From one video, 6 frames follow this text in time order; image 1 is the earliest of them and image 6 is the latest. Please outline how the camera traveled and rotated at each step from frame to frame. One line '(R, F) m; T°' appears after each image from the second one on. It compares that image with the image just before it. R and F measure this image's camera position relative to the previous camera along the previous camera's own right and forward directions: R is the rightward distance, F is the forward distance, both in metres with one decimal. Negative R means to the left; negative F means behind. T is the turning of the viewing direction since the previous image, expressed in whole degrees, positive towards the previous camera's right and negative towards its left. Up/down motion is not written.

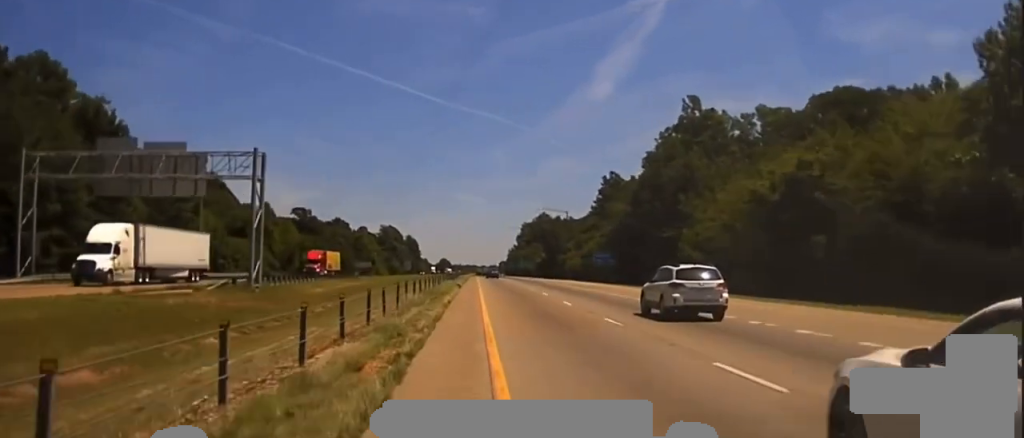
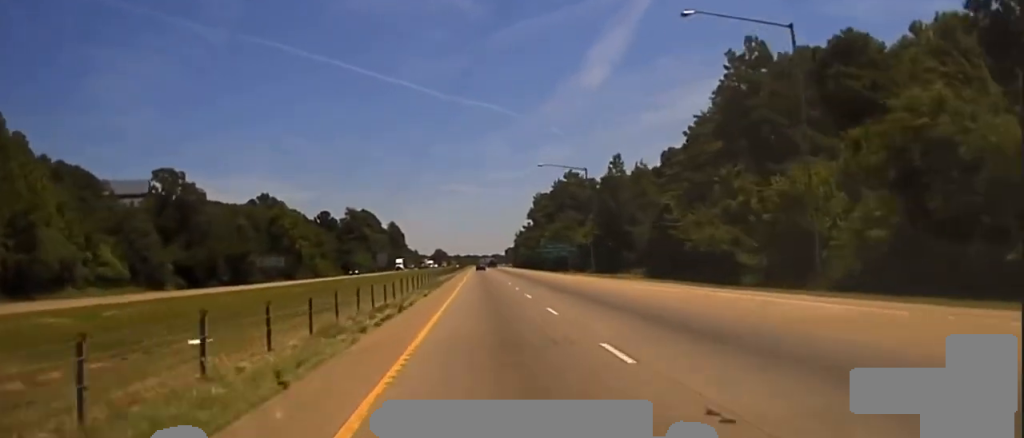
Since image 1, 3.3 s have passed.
(+0.4, +109.7) m; 0°
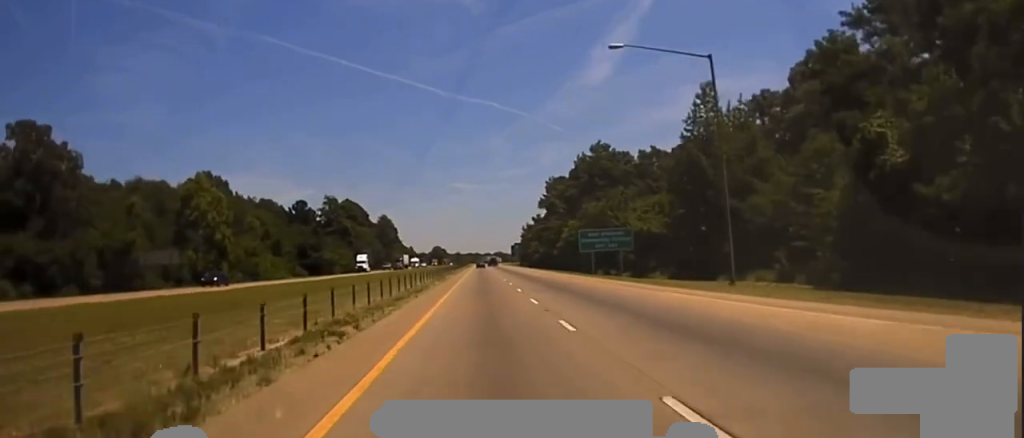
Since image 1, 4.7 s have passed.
(-0.4, +58.1) m; -1°
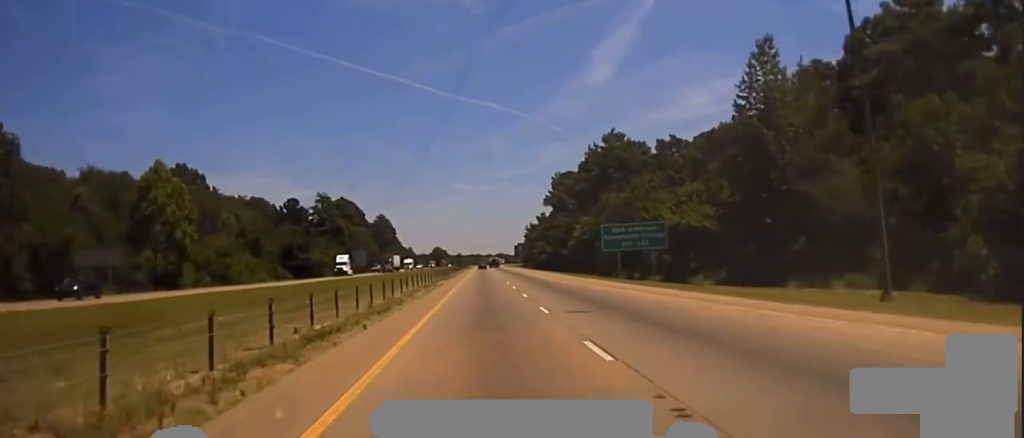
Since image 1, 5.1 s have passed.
(-0.1, +20.5) m; 0°
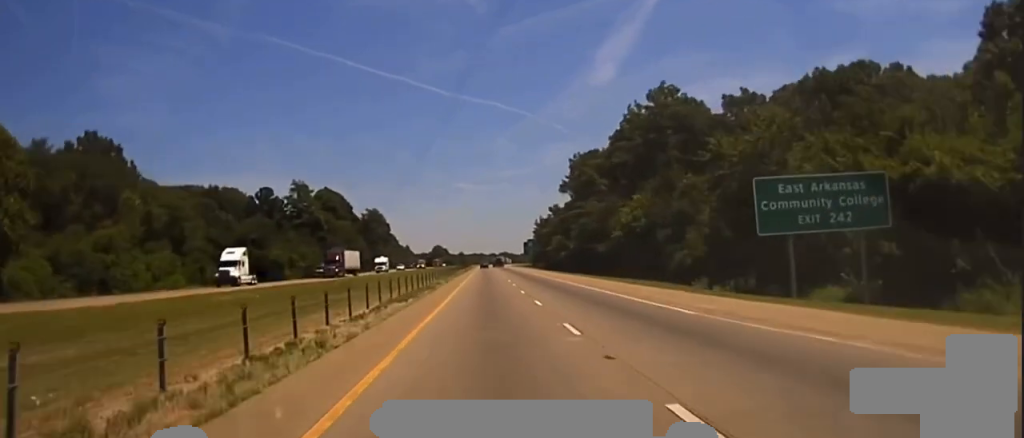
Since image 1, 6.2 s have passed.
(0.0, +48.6) m; 0°
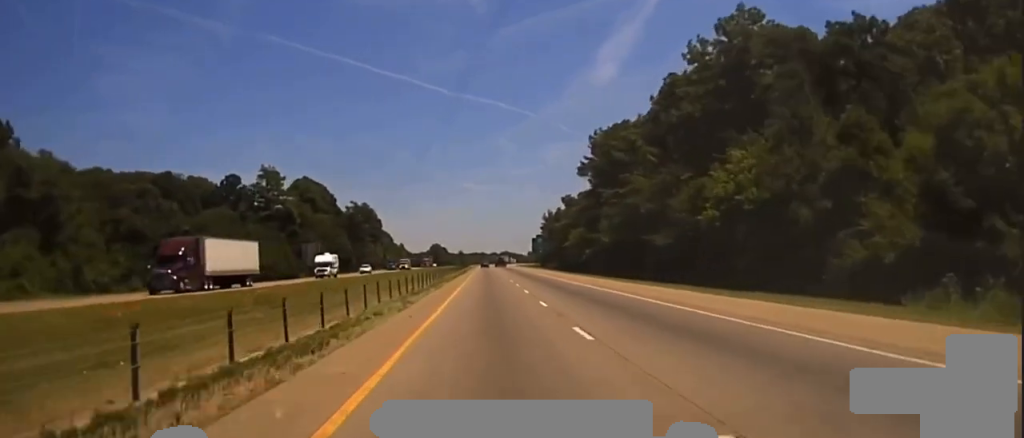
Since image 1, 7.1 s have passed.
(+0.1, +37.0) m; 0°
